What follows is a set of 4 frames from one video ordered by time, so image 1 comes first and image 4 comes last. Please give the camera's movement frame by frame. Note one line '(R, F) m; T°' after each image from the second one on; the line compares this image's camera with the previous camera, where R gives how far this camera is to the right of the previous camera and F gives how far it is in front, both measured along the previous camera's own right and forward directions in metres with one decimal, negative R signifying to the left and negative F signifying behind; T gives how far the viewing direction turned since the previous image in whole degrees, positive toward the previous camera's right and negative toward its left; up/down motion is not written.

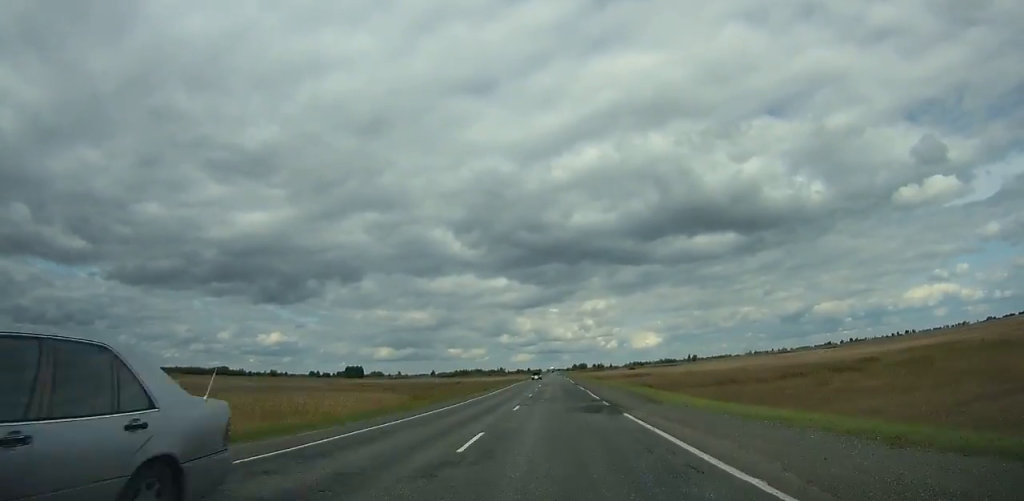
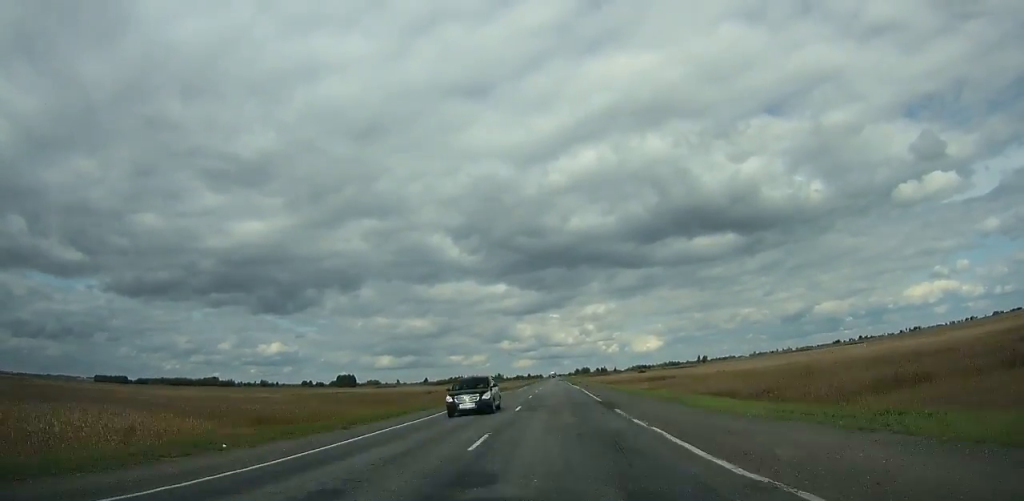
(+0.1, +35.3) m; 0°
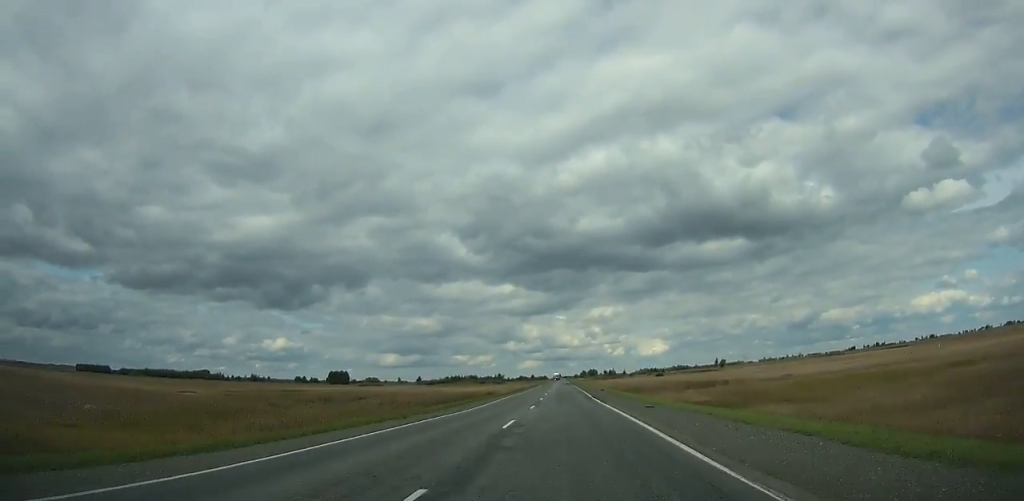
(-0.2, +42.8) m; 0°
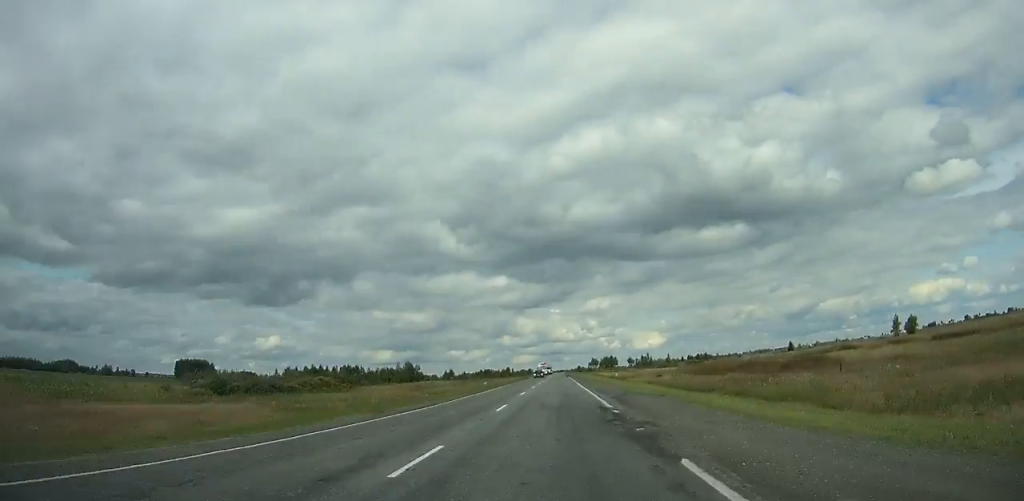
(+1.5, +283.8) m; 0°
